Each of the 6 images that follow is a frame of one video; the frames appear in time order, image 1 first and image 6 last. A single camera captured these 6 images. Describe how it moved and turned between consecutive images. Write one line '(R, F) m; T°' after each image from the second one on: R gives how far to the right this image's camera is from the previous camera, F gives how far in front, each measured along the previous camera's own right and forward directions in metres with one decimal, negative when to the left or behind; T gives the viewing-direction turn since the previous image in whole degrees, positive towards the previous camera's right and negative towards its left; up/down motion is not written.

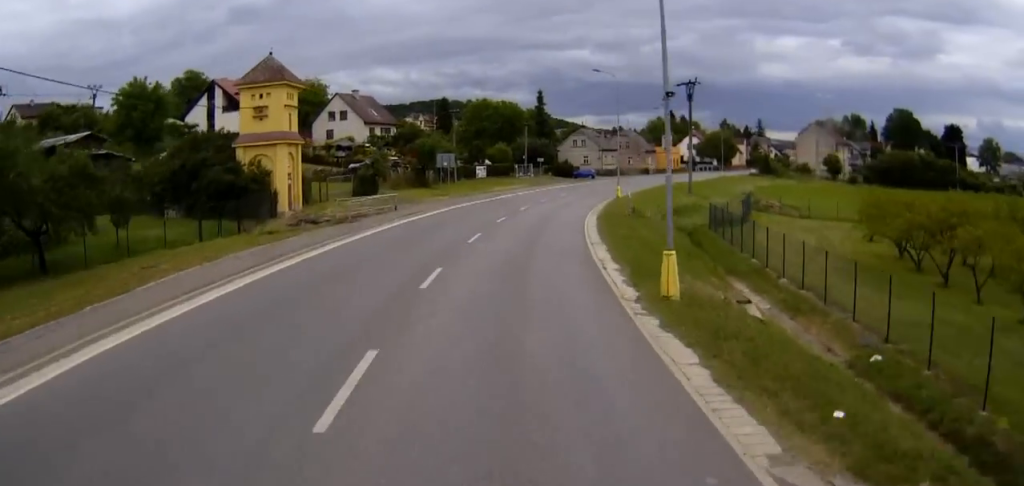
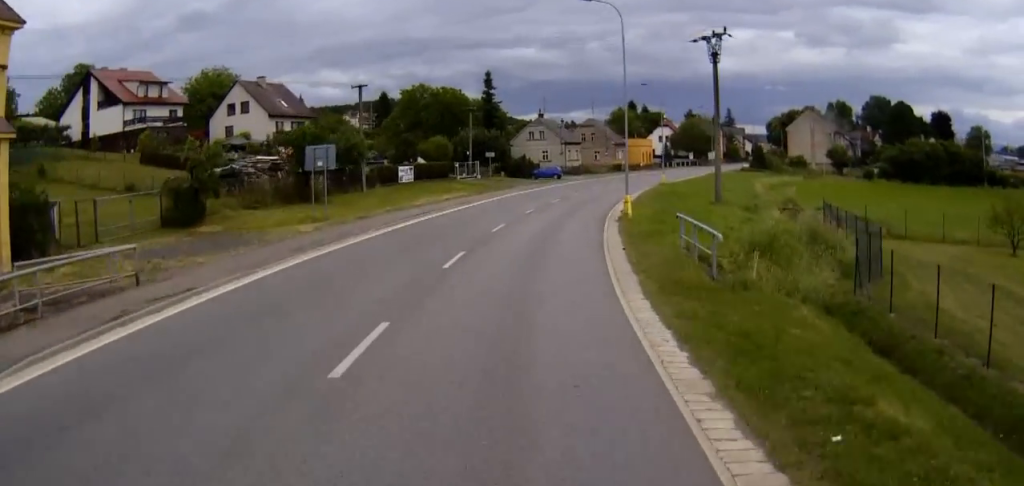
(+1.1, +23.9) m; +6°
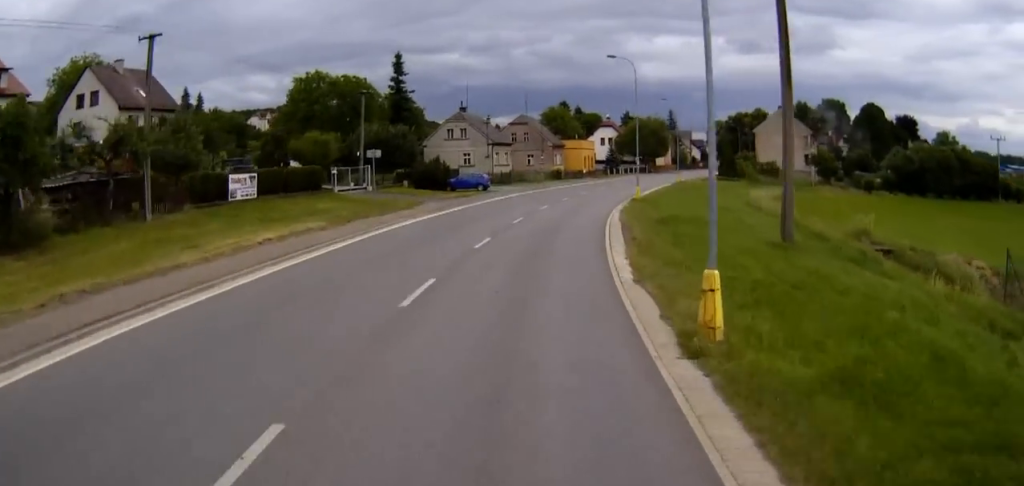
(+1.1, +22.1) m; +6°
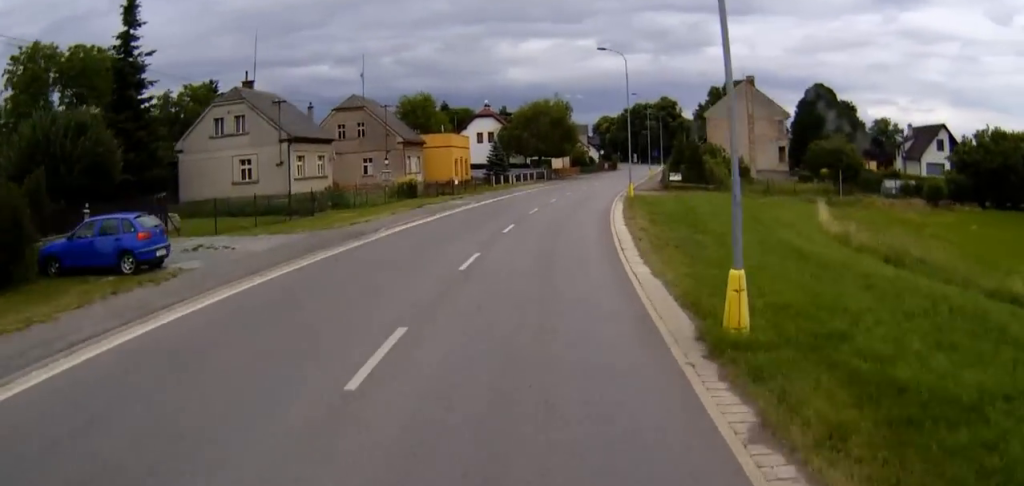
(+3.5, +39.8) m; +9°
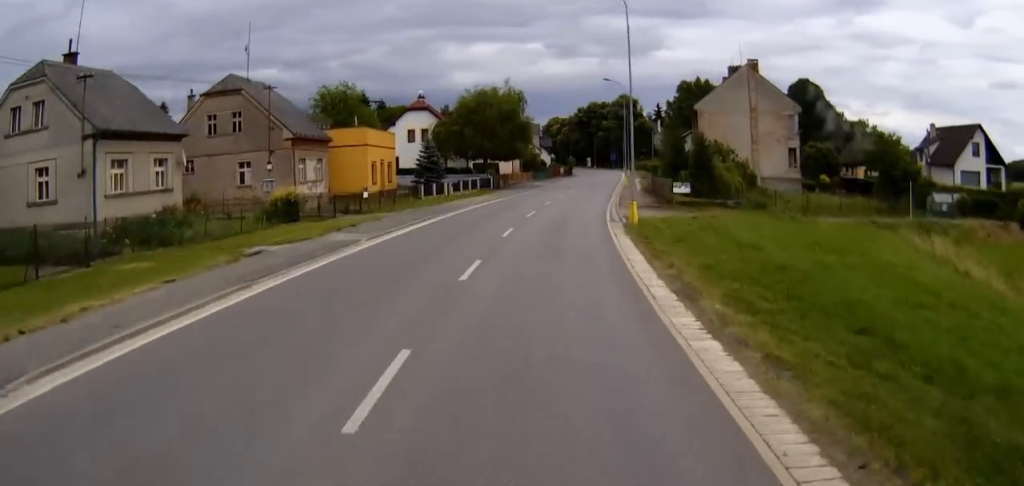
(+0.8, +18.5) m; +3°
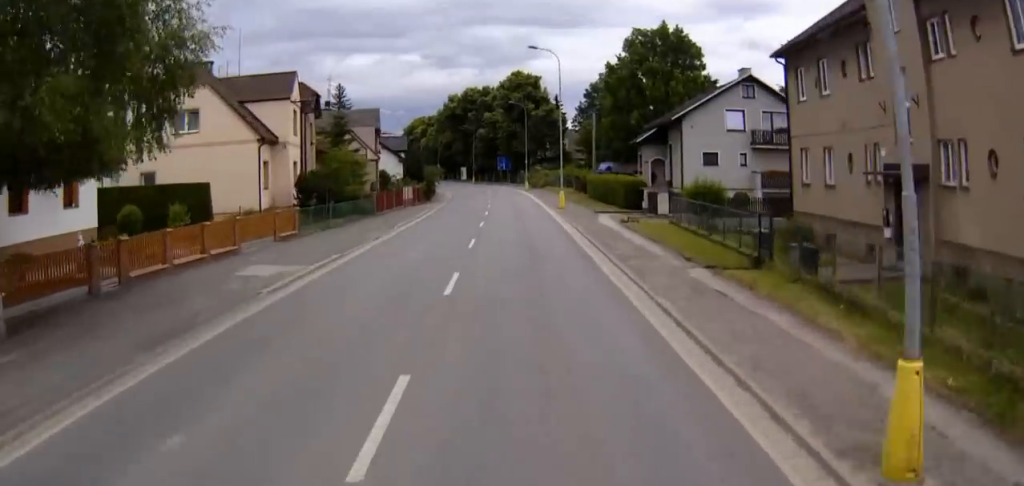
(+4.7, +61.7) m; +8°
